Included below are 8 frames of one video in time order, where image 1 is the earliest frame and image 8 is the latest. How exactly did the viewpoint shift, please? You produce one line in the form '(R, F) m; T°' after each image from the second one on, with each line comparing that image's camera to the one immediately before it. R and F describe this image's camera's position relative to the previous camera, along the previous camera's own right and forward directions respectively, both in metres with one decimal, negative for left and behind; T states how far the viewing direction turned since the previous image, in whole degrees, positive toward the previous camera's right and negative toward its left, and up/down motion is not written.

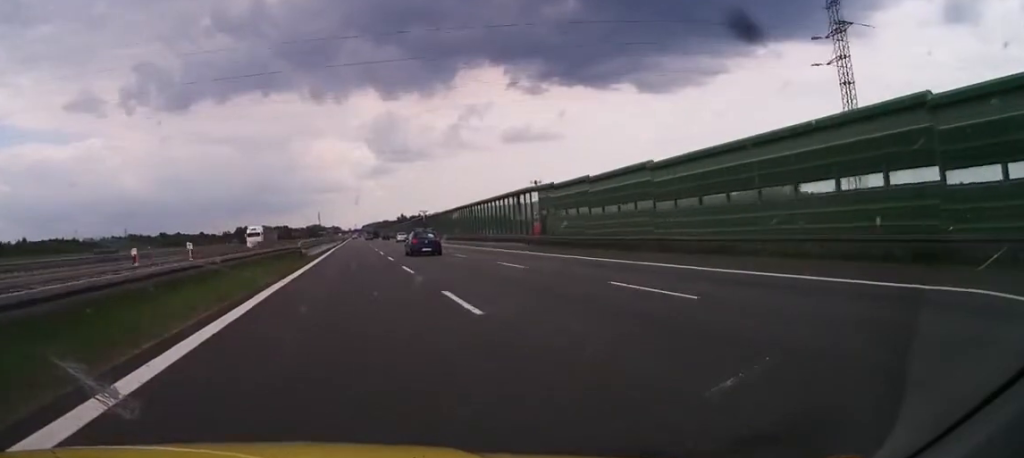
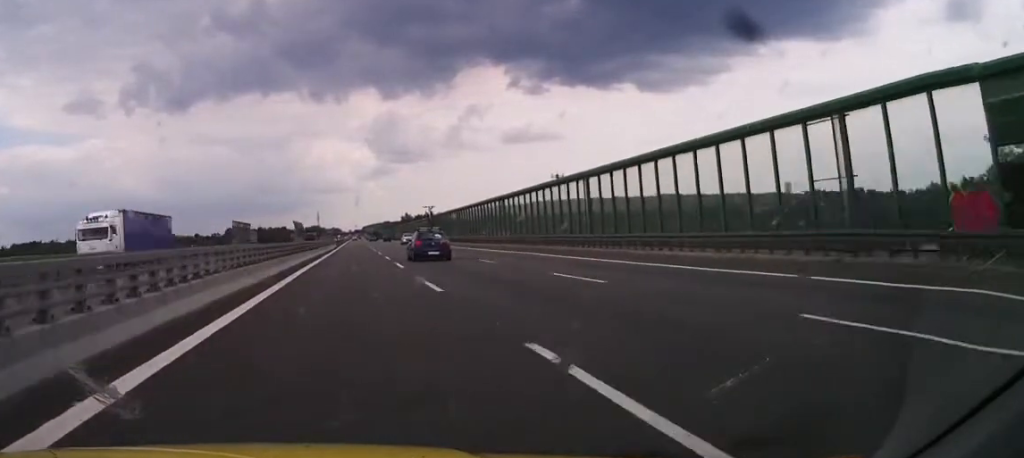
(-0.6, +43.3) m; 0°
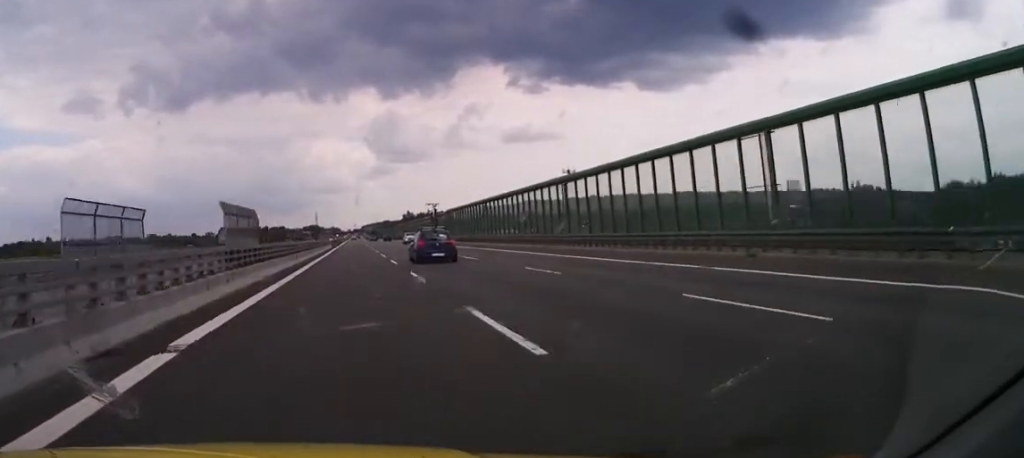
(+0.3, +20.5) m; 0°
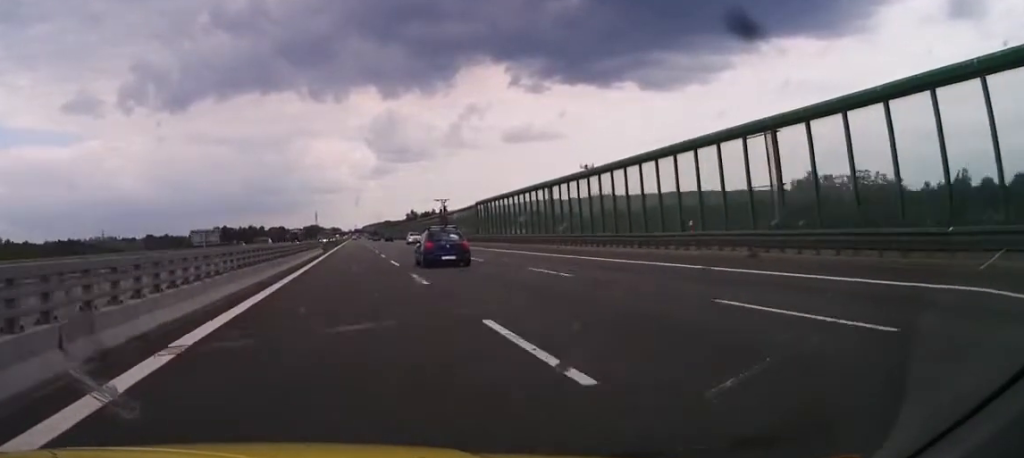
(+0.1, +25.3) m; 0°
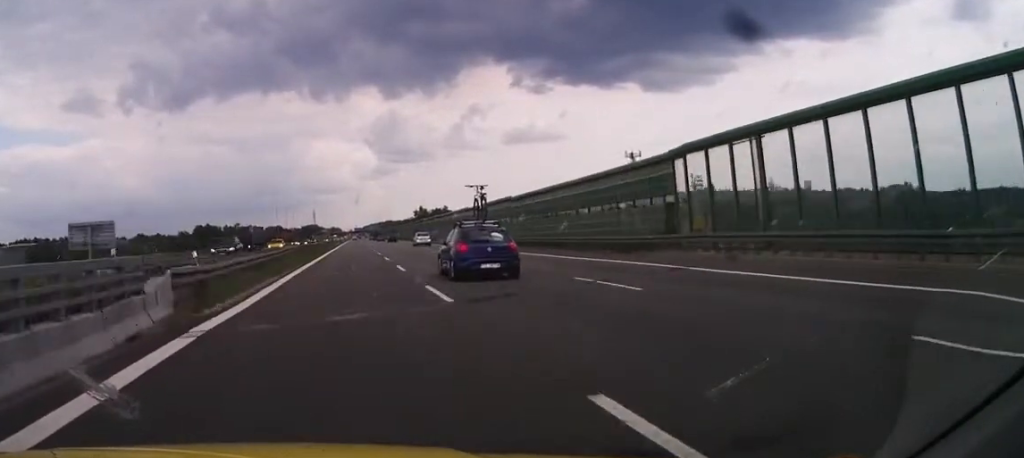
(0.0, +52.8) m; +1°
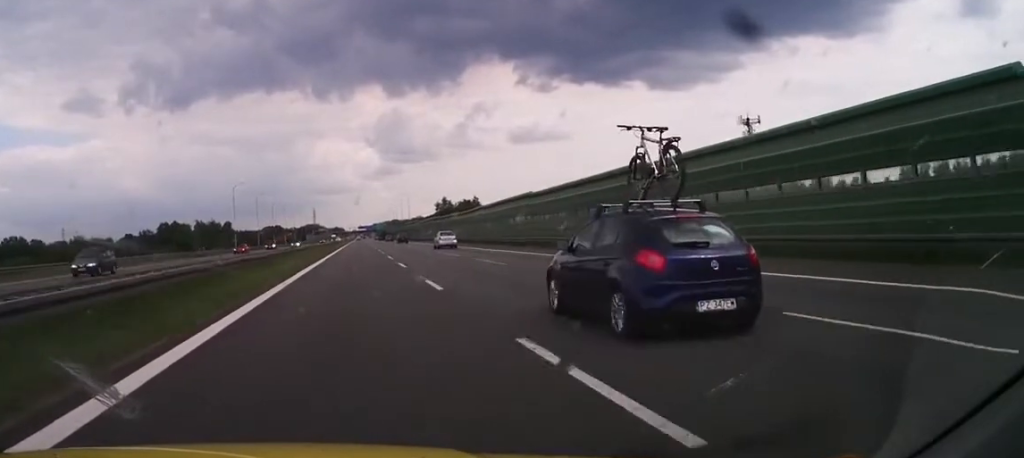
(-2.8, +81.2) m; -1°
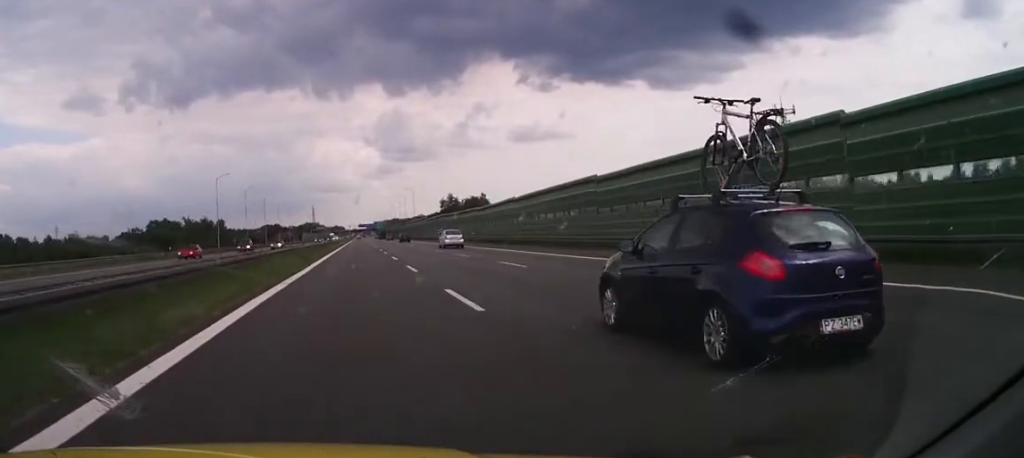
(+1.2, +16.7) m; +1°
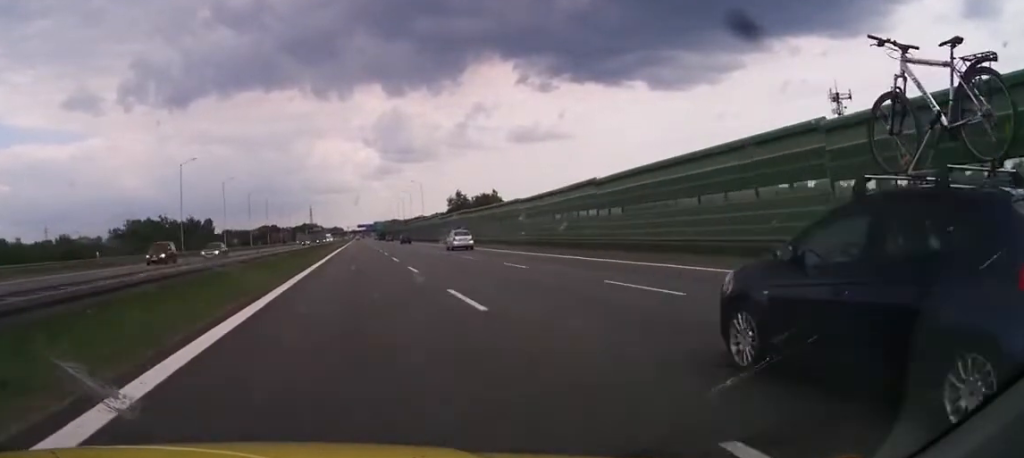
(+0.9, +23.9) m; 0°
